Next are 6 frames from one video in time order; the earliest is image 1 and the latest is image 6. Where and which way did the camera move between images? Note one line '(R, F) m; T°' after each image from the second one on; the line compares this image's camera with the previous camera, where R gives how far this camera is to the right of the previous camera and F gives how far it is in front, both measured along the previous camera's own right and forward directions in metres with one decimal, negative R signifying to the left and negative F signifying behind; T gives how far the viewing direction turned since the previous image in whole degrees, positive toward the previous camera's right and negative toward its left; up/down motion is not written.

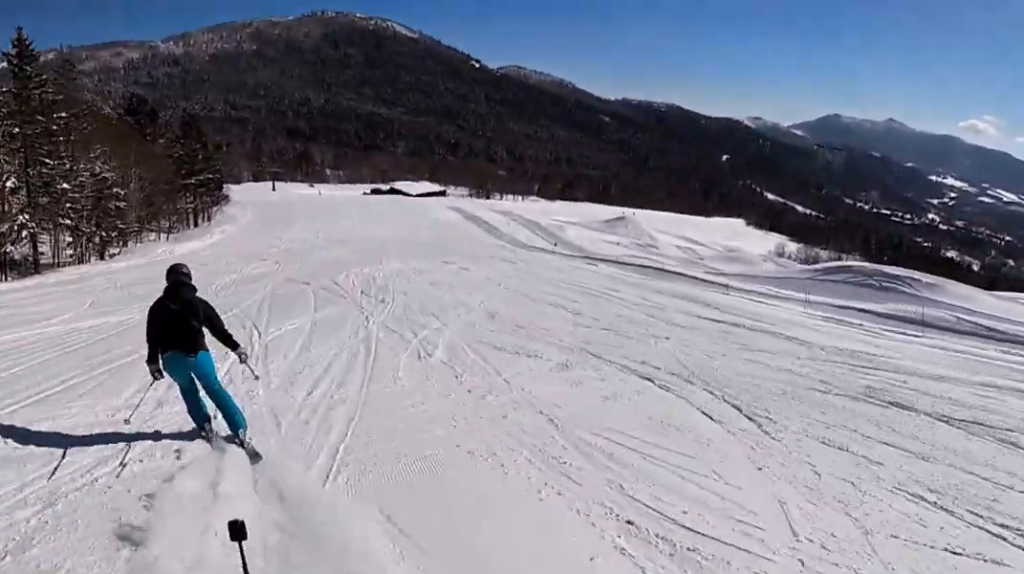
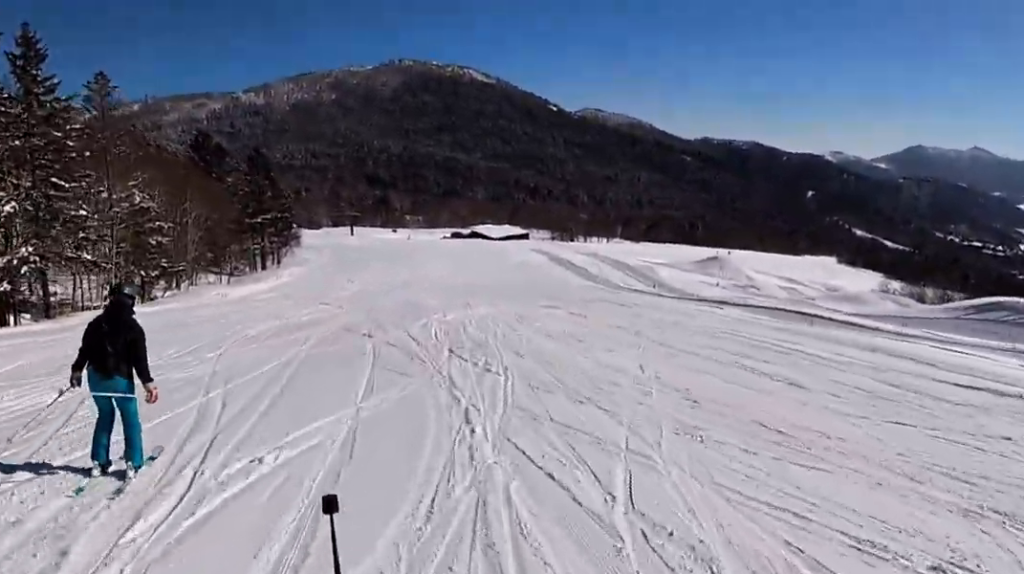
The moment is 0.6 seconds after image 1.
(-0.4, +8.4) m; -2°
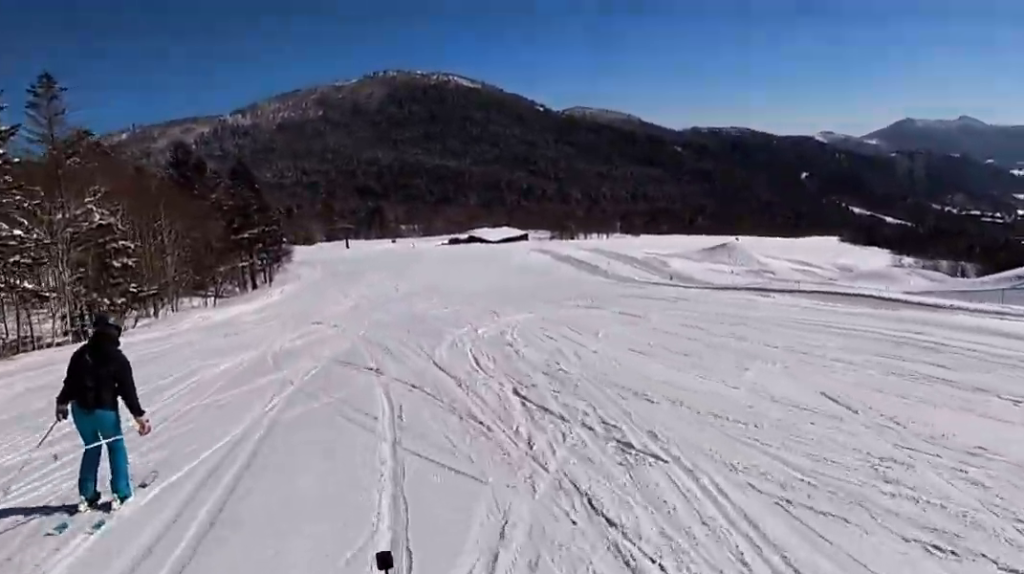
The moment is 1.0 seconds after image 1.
(-0.5, +6.0) m; -1°
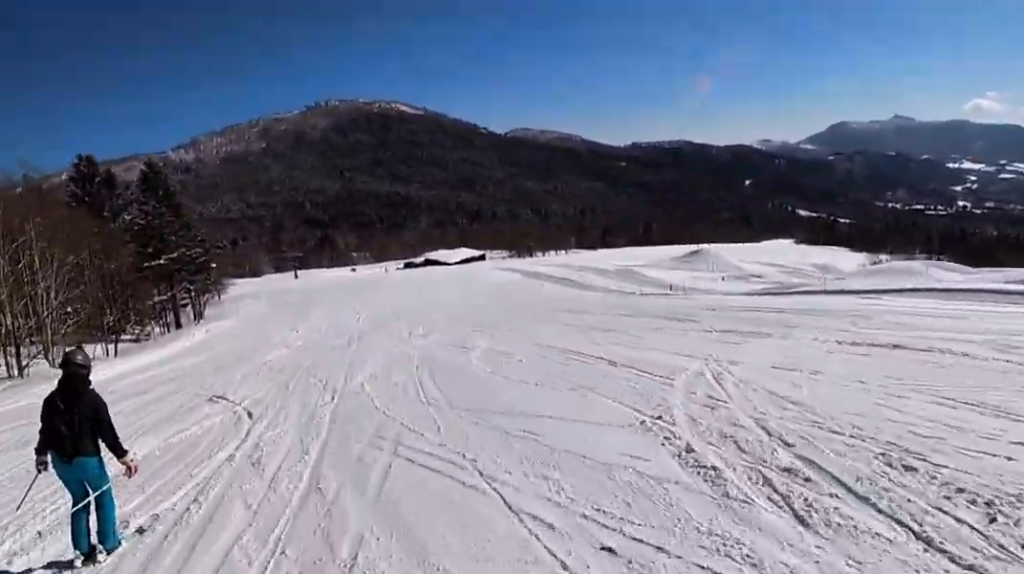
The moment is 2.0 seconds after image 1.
(+0.2, +14.6) m; +2°
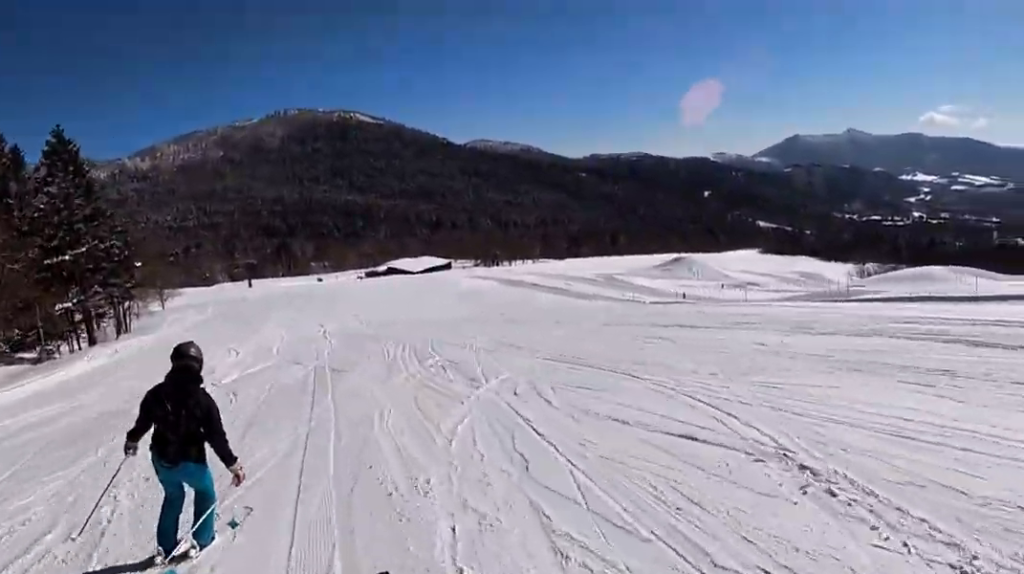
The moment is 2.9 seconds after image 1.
(+0.1, +12.7) m; +3°
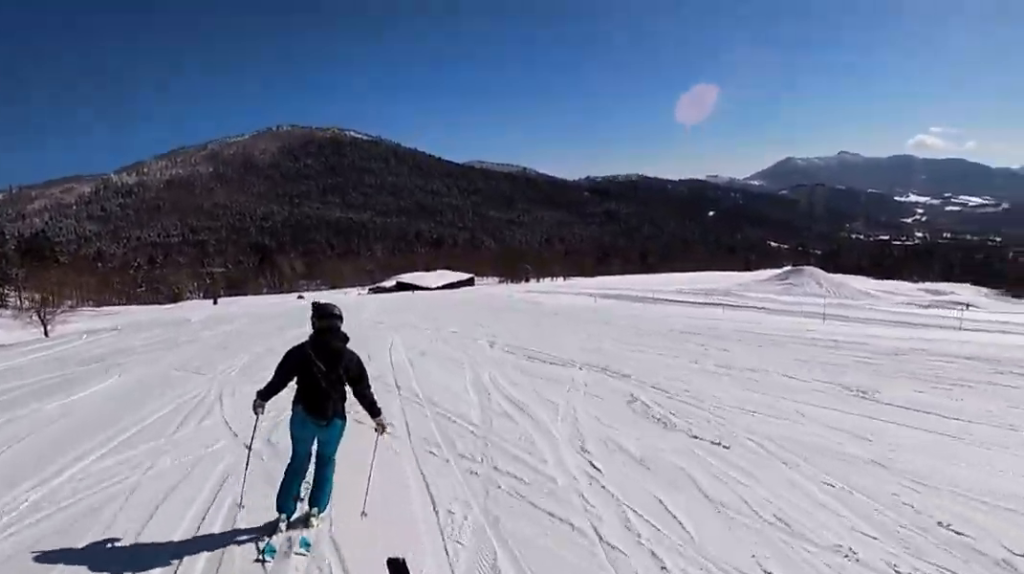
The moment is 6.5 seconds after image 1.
(+2.1, +47.4) m; +1°
